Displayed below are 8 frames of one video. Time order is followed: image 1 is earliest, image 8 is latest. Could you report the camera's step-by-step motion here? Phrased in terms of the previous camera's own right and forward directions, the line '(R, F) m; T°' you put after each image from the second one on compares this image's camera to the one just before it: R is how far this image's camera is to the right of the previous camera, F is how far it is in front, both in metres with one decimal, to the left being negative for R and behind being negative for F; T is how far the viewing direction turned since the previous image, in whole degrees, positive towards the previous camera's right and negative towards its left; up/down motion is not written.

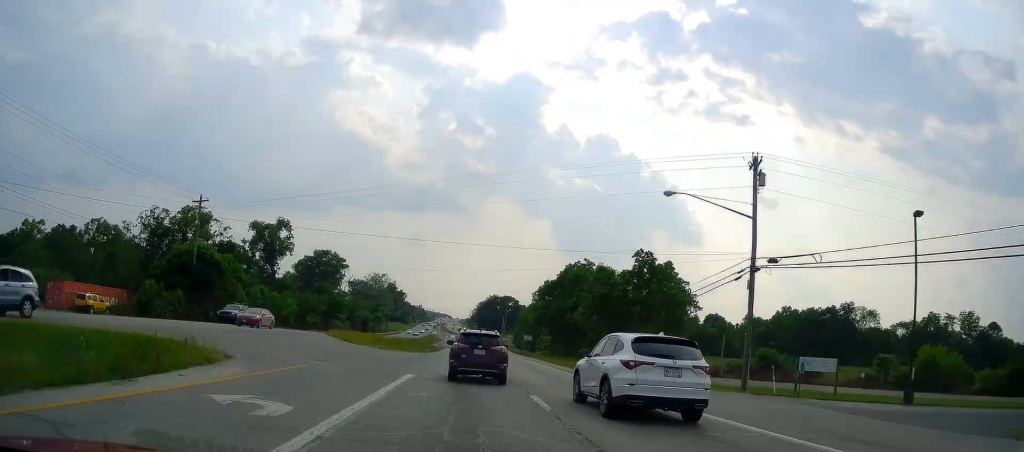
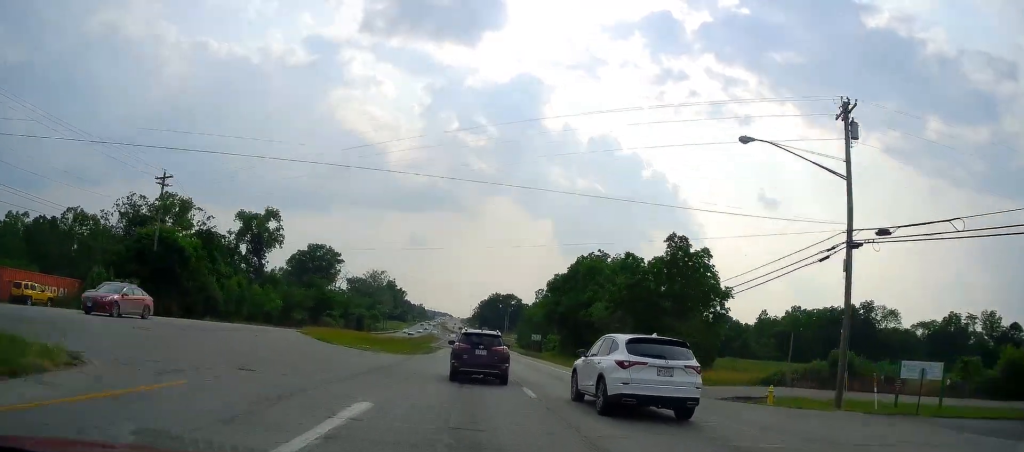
(+0.1, +9.4) m; -1°
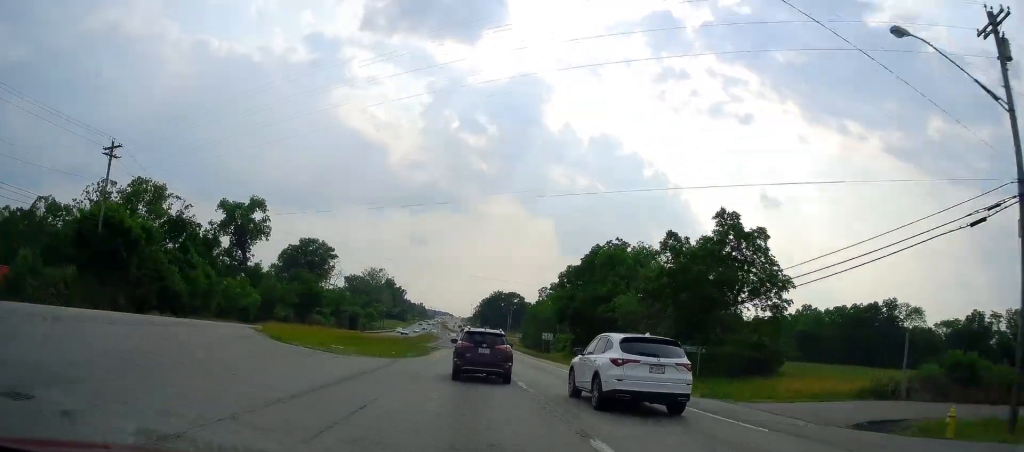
(-0.2, +10.2) m; 0°
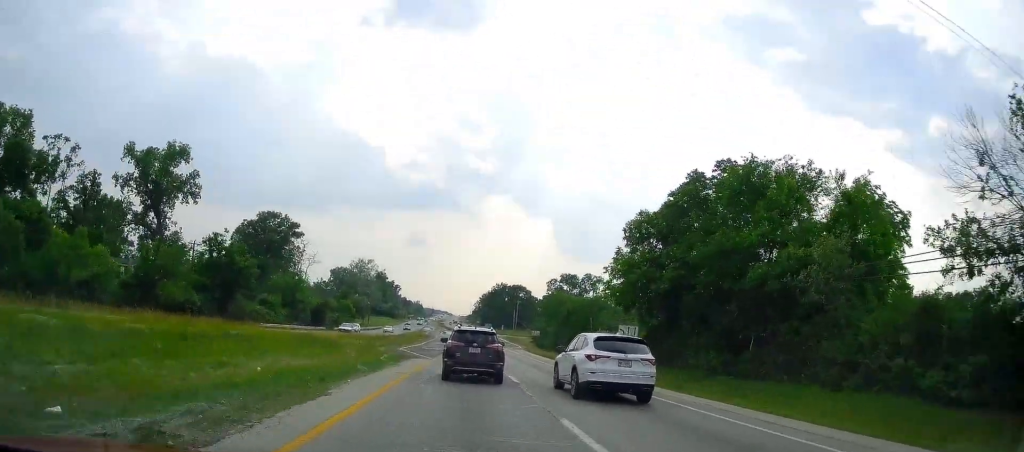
(+0.1, +35.3) m; 0°
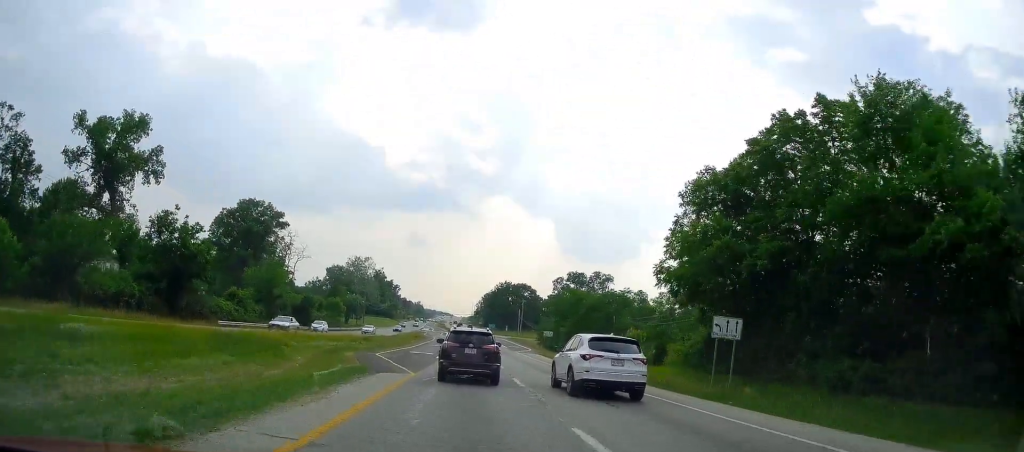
(-0.1, +13.3) m; 0°
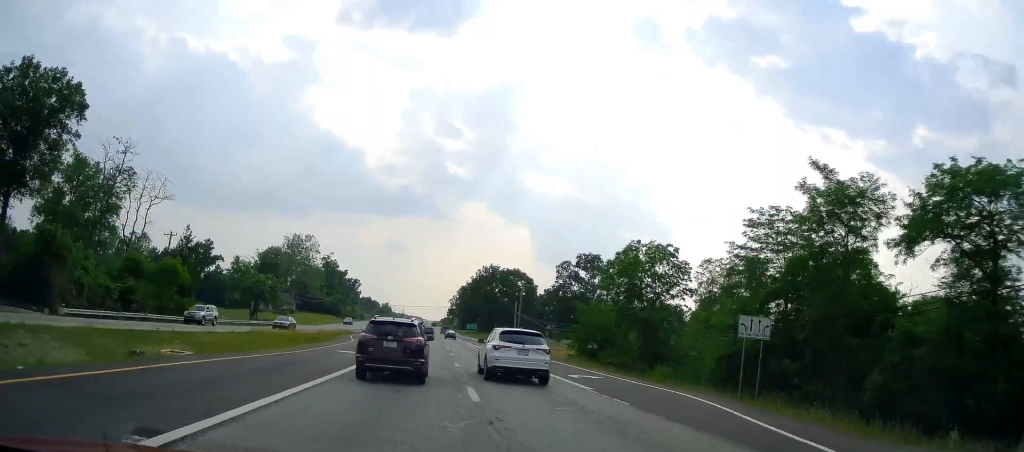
(+0.4, +66.5) m; +1°
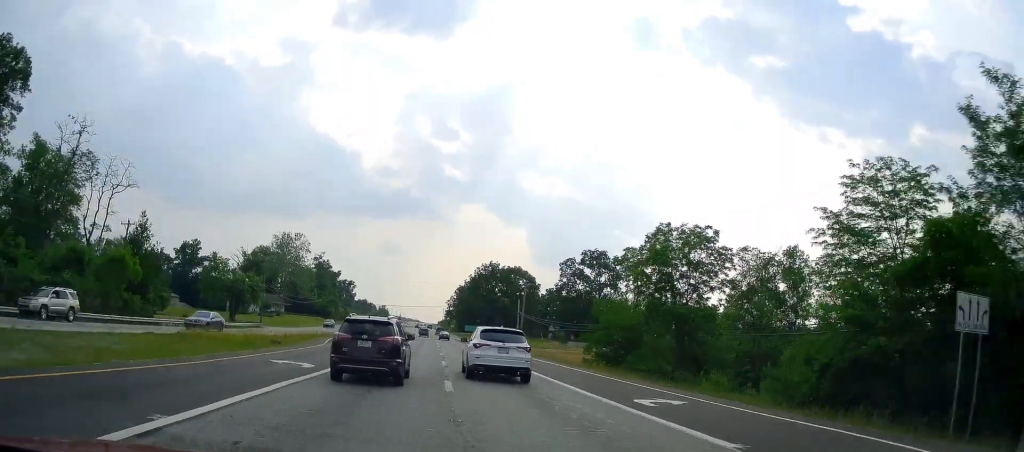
(-0.1, +10.4) m; 0°
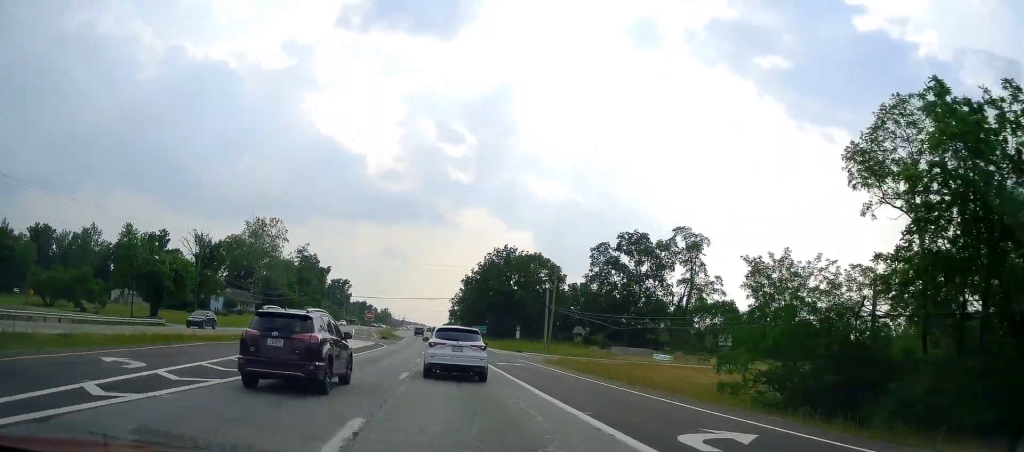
(+0.2, +32.8) m; 0°
